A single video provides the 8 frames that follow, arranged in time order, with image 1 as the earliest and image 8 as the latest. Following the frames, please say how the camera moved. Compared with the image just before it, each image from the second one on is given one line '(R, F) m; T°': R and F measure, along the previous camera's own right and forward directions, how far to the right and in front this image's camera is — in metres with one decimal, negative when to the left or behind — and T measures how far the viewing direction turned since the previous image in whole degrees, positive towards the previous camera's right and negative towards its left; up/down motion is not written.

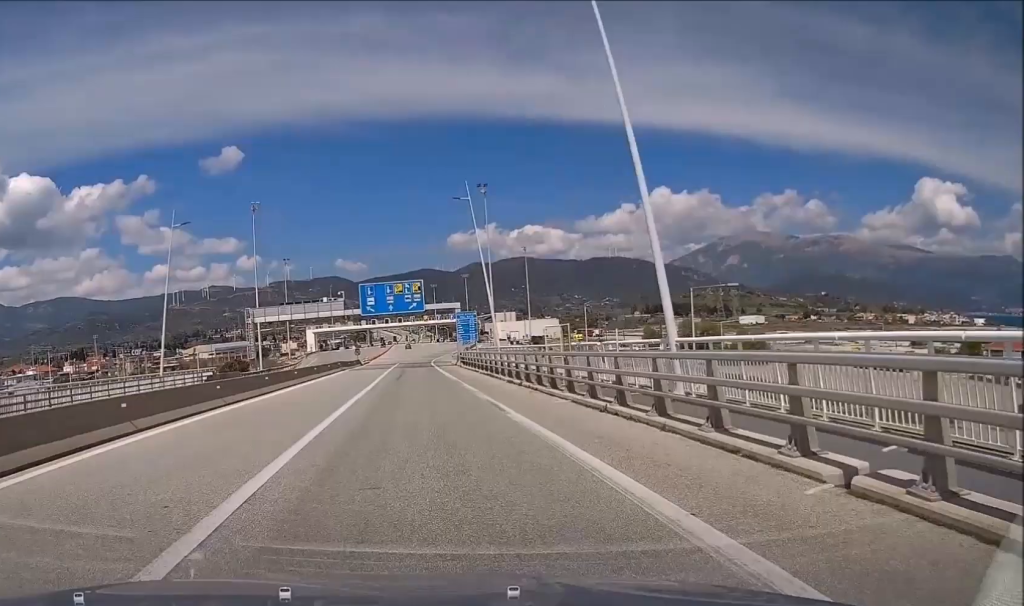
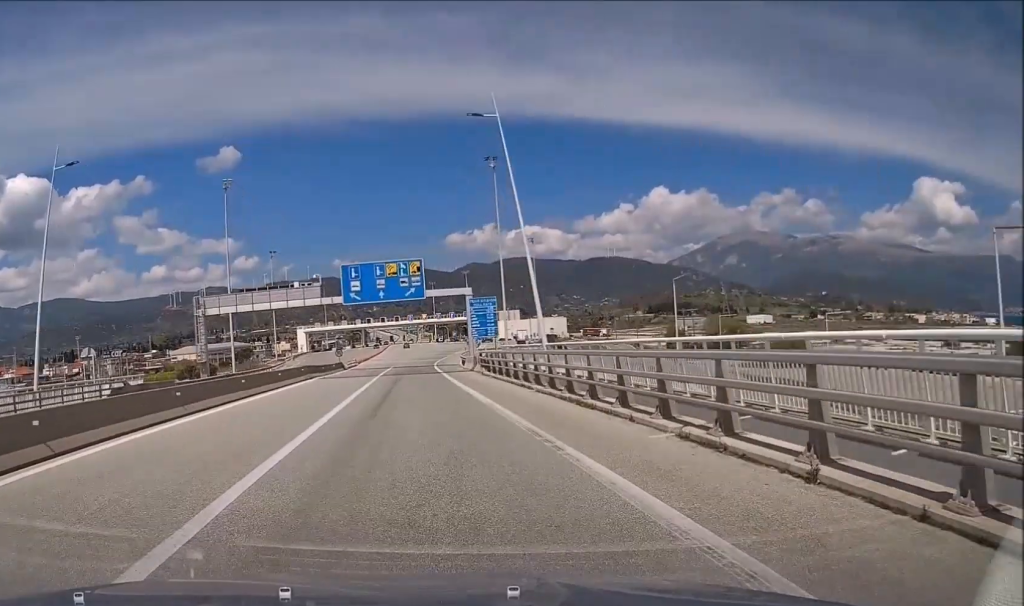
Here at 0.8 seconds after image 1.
(+0.1, +19.7) m; 0°
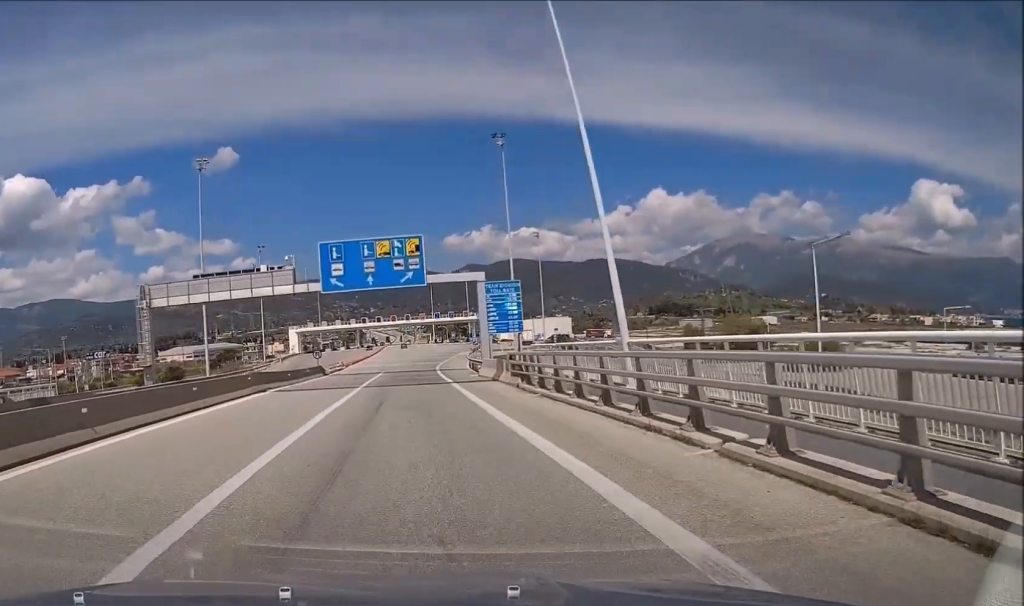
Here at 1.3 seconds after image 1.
(0.0, +13.7) m; 0°
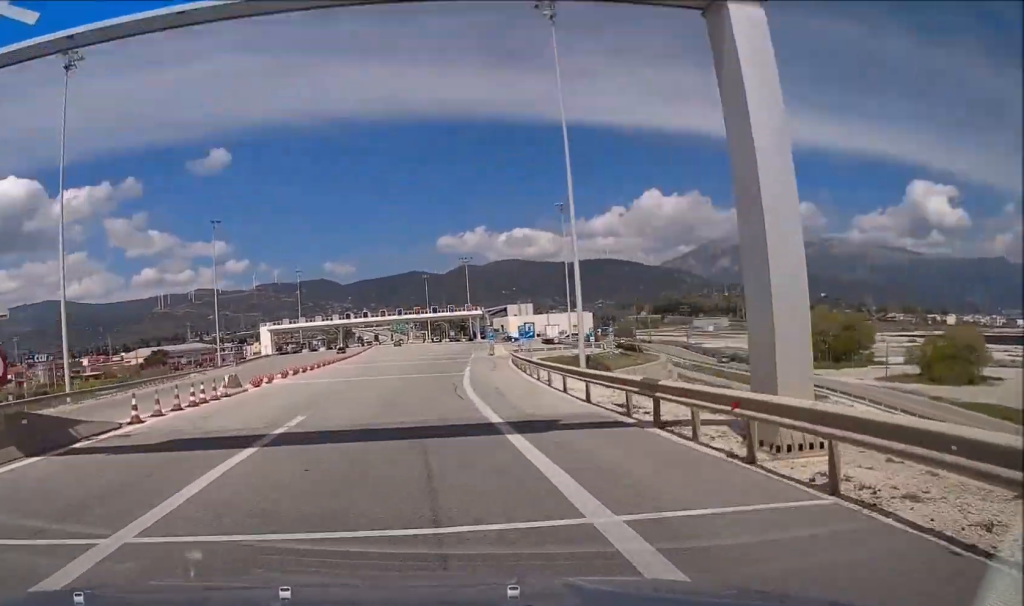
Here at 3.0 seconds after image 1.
(-0.2, +43.9) m; 0°
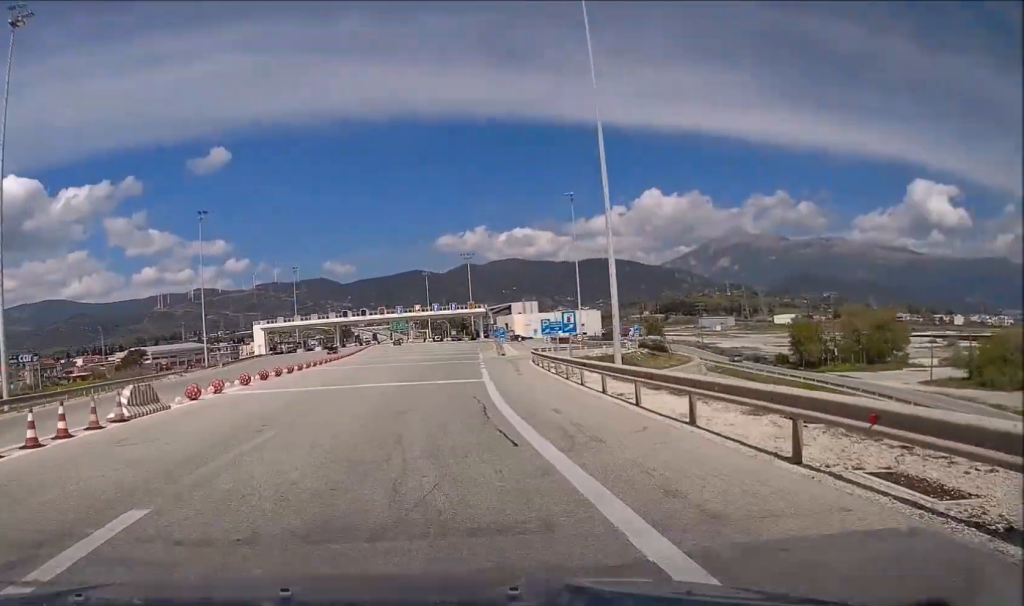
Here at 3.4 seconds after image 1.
(0.0, +11.2) m; 0°
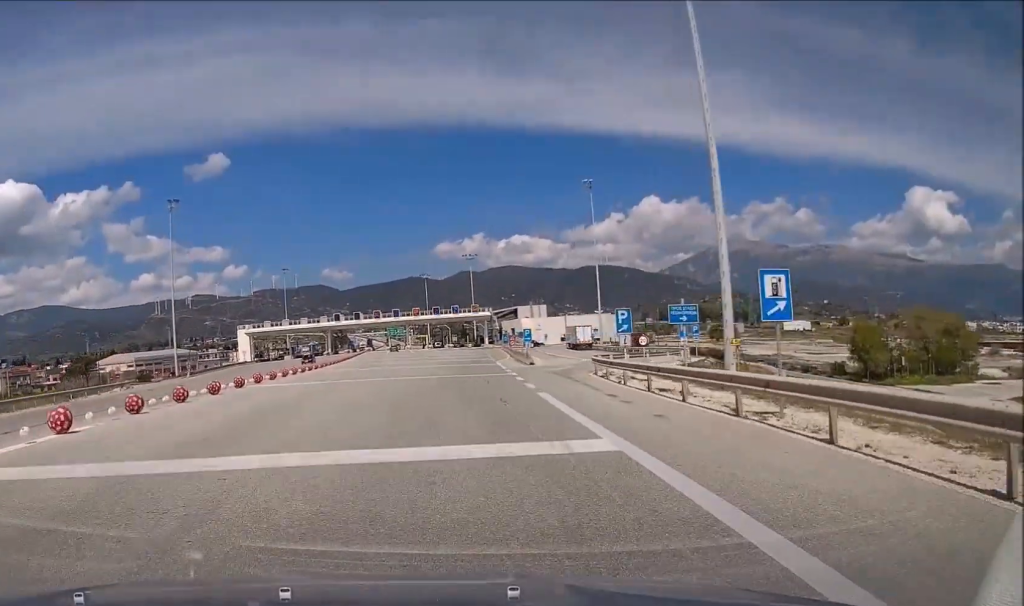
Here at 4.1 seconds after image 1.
(+0.1, +18.0) m; 0°
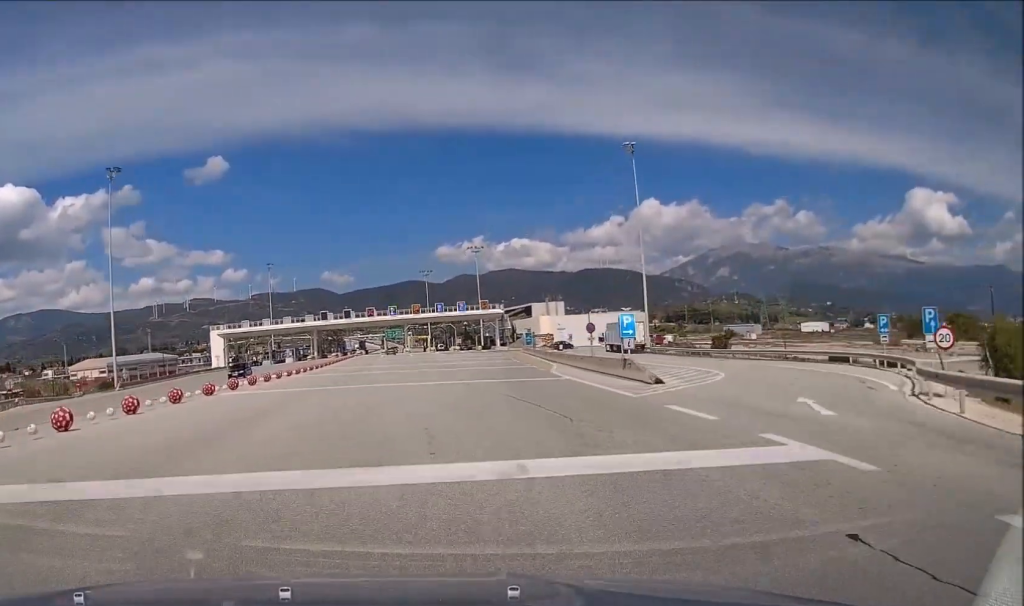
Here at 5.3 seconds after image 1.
(-0.2, +28.7) m; 0°
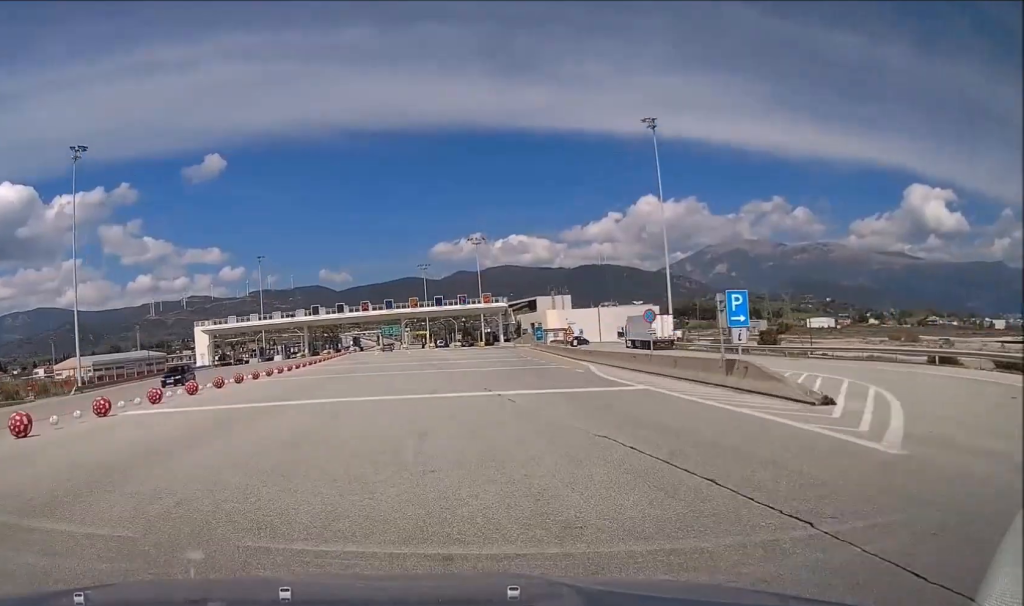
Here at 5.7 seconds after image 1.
(0.0, +11.7) m; 0°
